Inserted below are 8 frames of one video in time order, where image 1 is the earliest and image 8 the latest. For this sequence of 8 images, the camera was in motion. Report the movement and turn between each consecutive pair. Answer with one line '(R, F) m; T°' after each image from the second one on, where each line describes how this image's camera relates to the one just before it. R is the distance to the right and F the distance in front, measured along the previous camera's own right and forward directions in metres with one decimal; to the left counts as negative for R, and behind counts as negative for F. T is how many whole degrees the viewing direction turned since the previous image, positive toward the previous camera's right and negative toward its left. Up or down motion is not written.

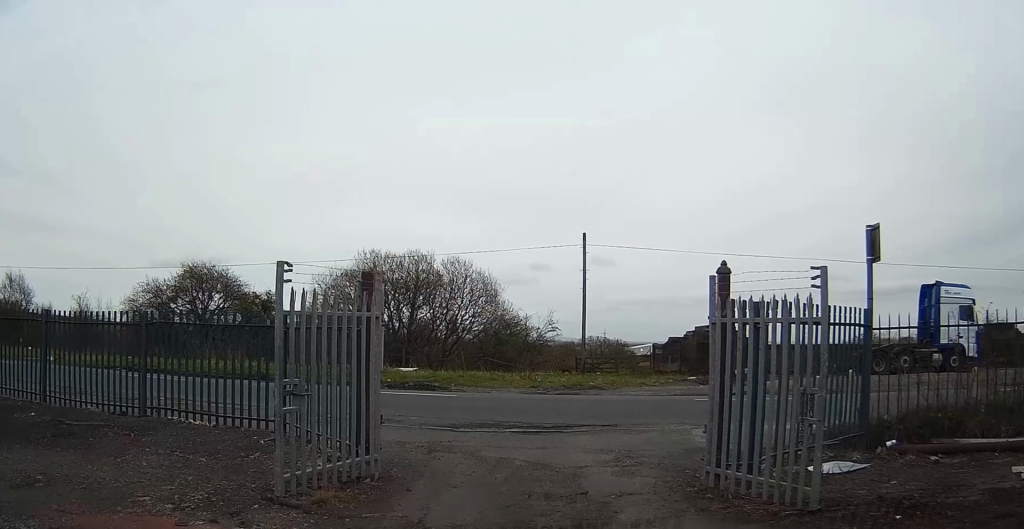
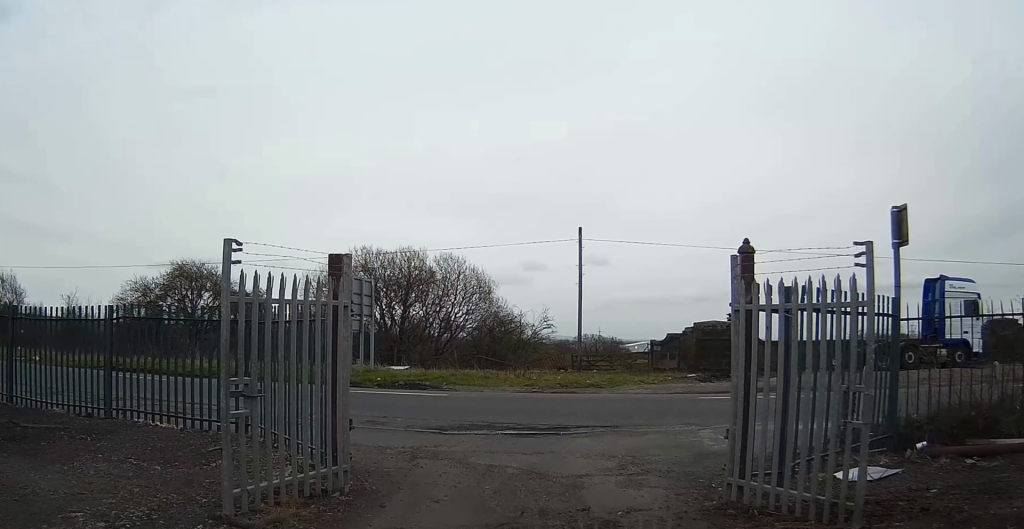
(+0.4, +1.2) m; +1°
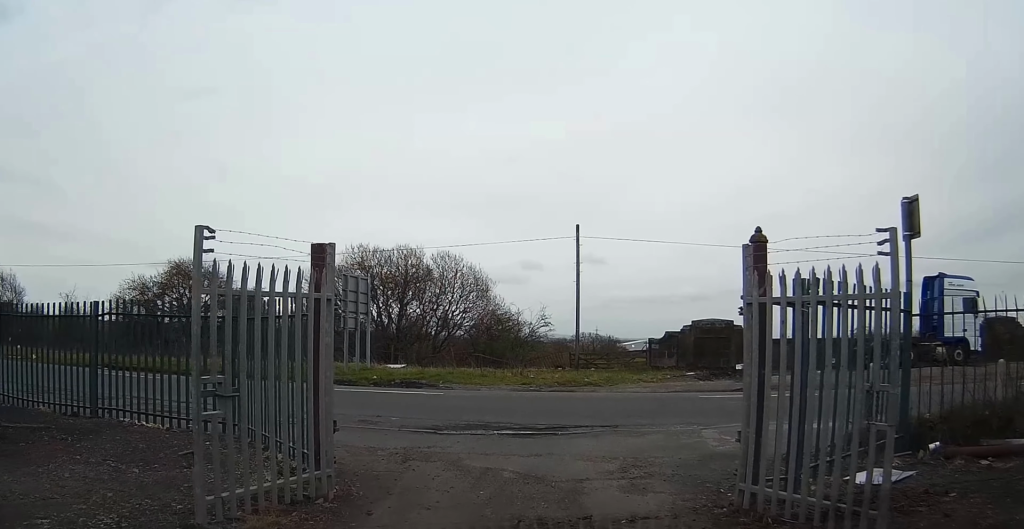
(0.0, +0.6) m; +1°
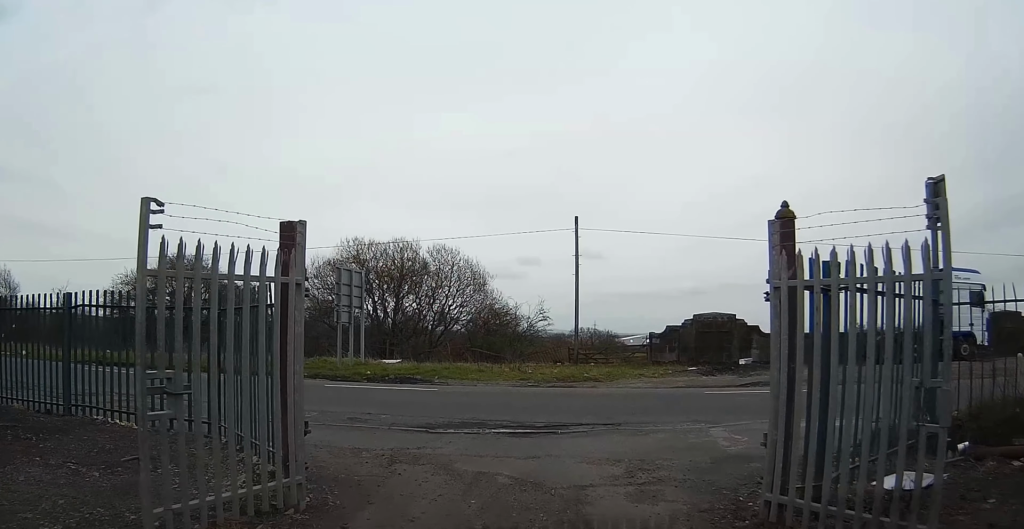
(0.0, +0.8) m; 0°
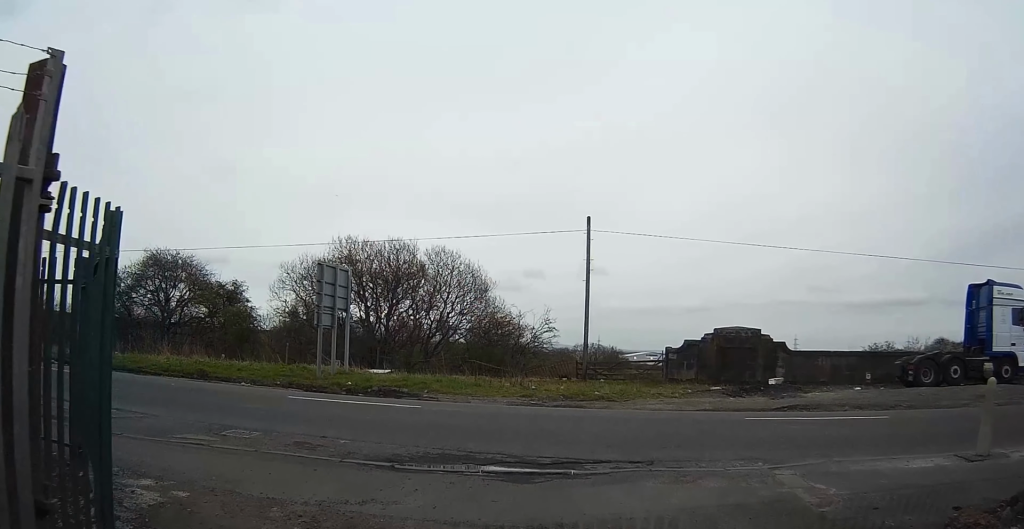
(0.0, +3.4) m; -1°
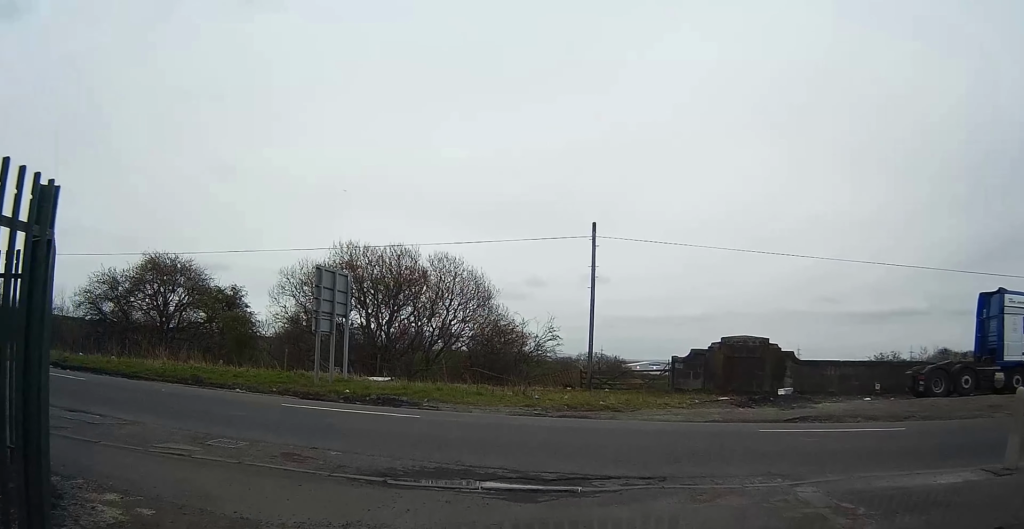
(0.0, +0.7) m; 0°
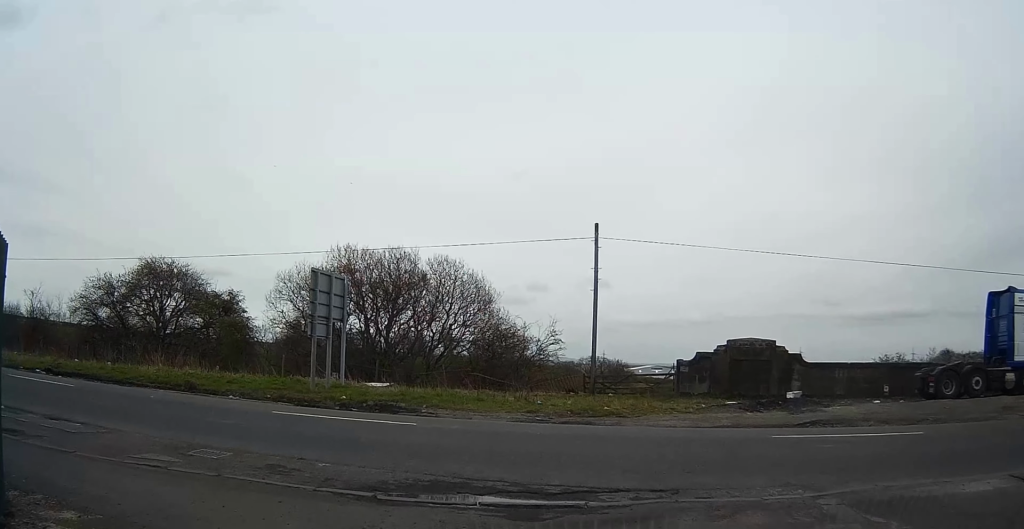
(0.0, +0.7) m; 0°
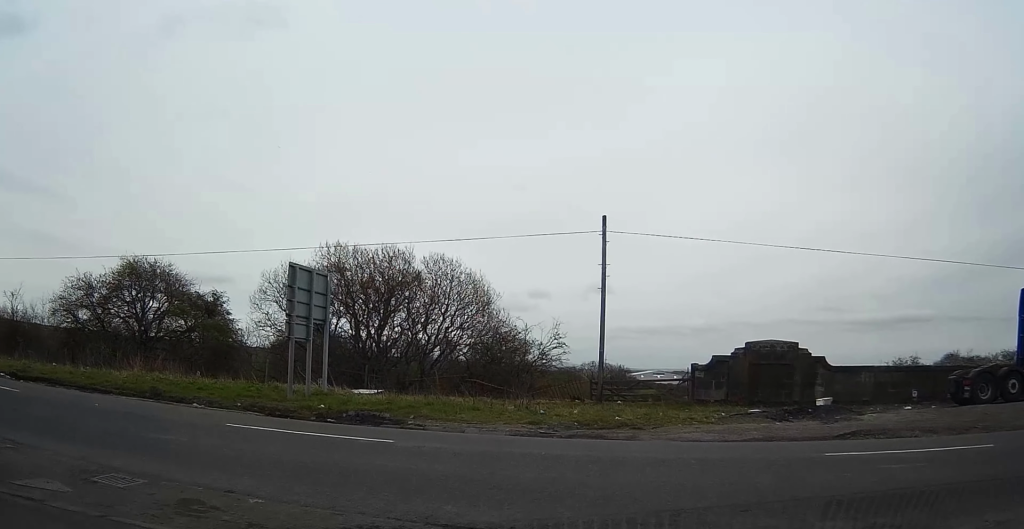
(0.0, +2.1) m; +1°
